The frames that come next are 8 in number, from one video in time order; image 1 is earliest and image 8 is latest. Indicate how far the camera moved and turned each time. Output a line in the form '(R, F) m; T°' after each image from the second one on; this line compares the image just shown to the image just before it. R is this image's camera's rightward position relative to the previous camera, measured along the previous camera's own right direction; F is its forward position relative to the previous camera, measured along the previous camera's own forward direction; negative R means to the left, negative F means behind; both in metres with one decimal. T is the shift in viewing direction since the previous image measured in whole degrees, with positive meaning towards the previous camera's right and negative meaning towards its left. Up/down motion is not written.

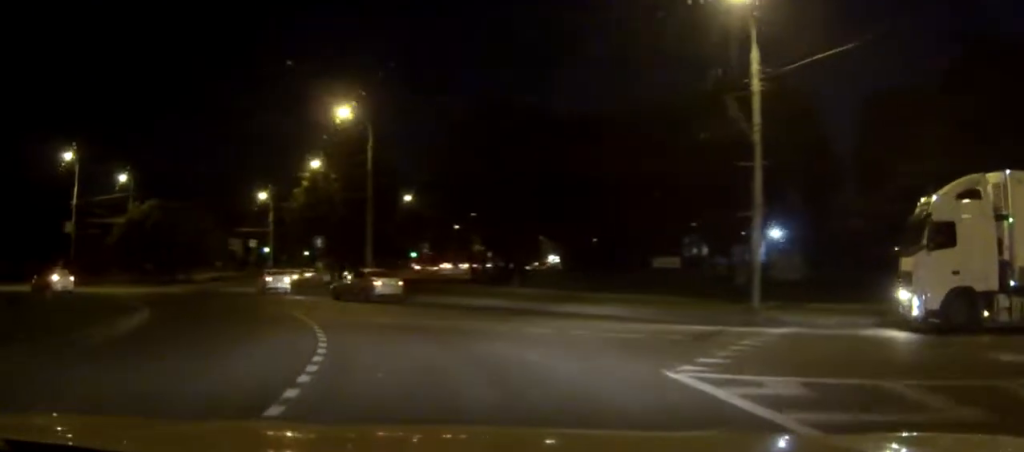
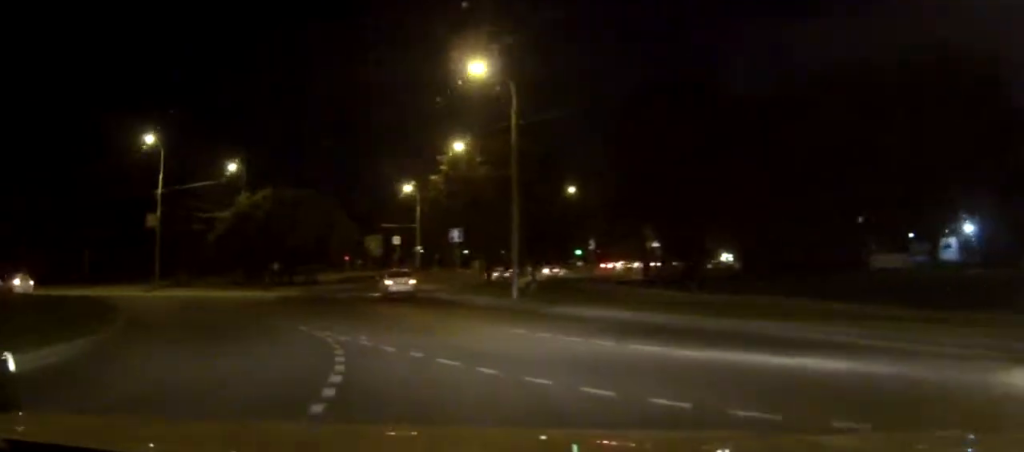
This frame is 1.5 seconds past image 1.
(-1.6, +9.9) m; -13°
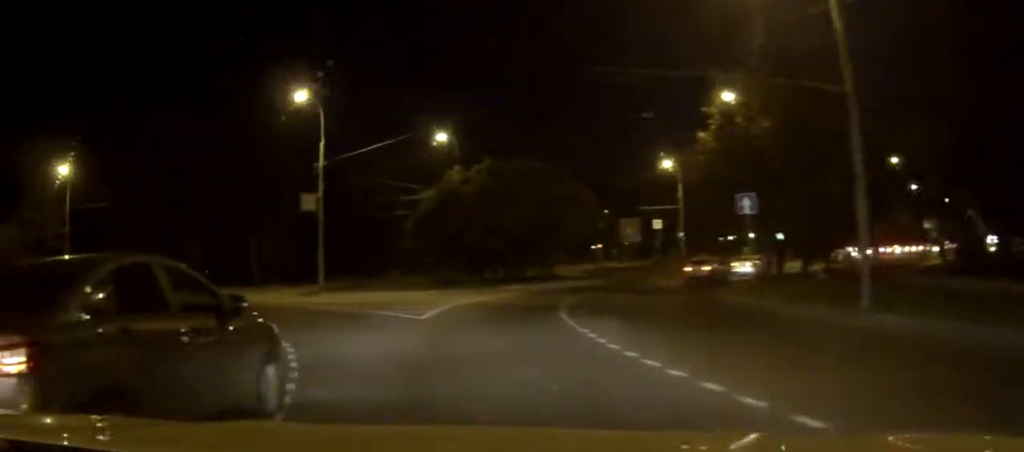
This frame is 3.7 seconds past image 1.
(-1.8, +14.3) m; -15°
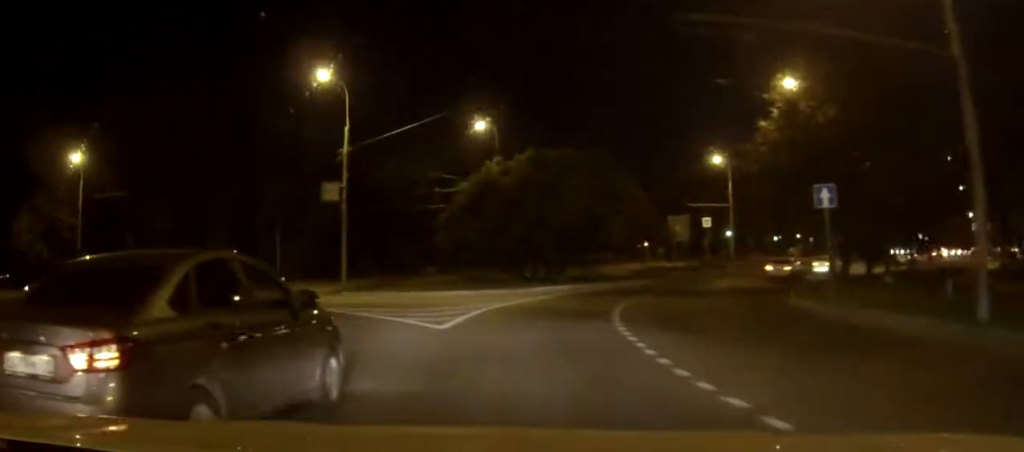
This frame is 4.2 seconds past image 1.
(-0.1, +3.8) m; -4°
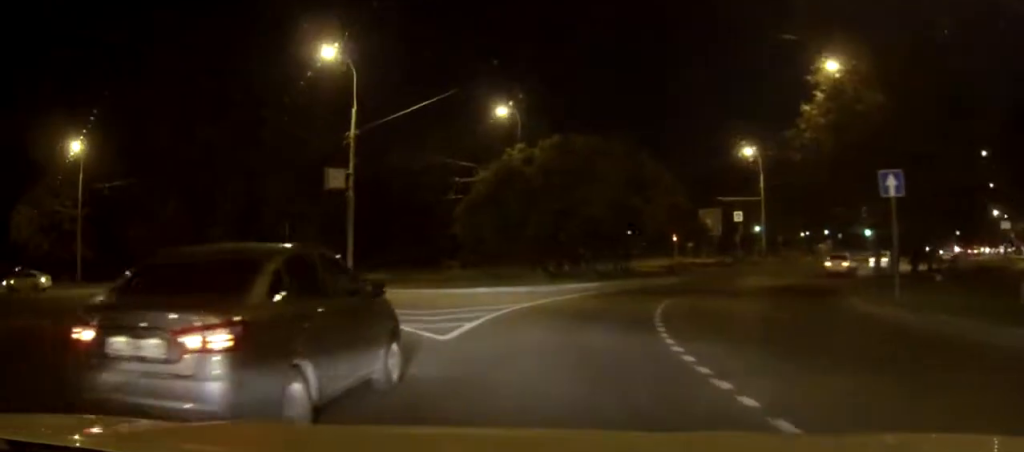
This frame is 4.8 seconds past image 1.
(-0.2, +3.3) m; -3°
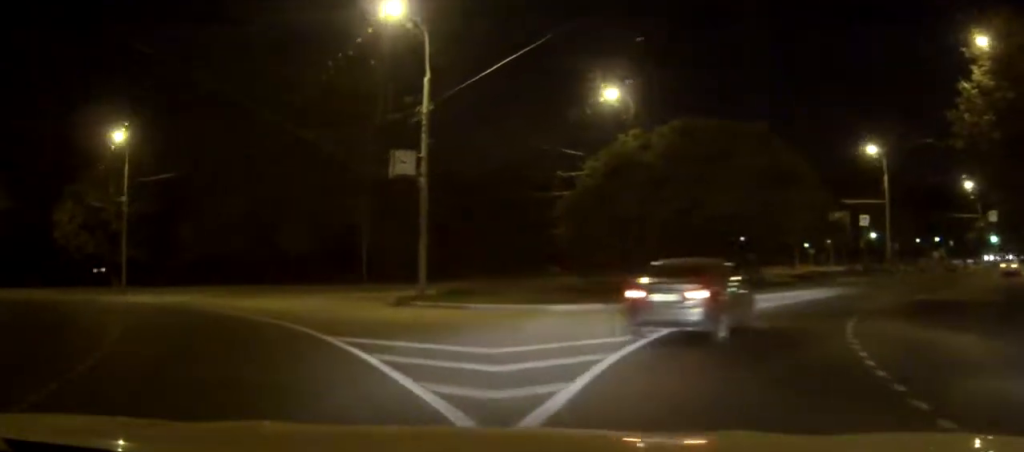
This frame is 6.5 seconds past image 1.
(-0.7, +7.8) m; -14°
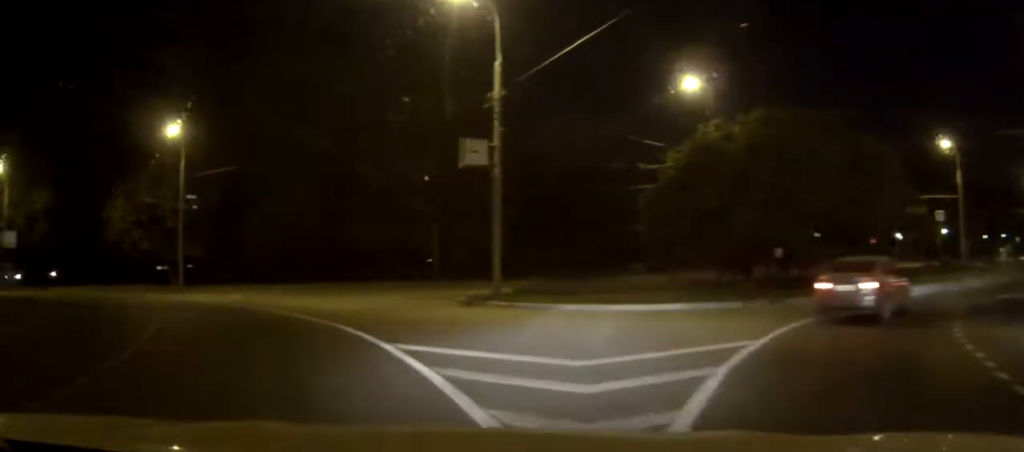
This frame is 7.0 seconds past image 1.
(0.0, +1.8) m; -7°
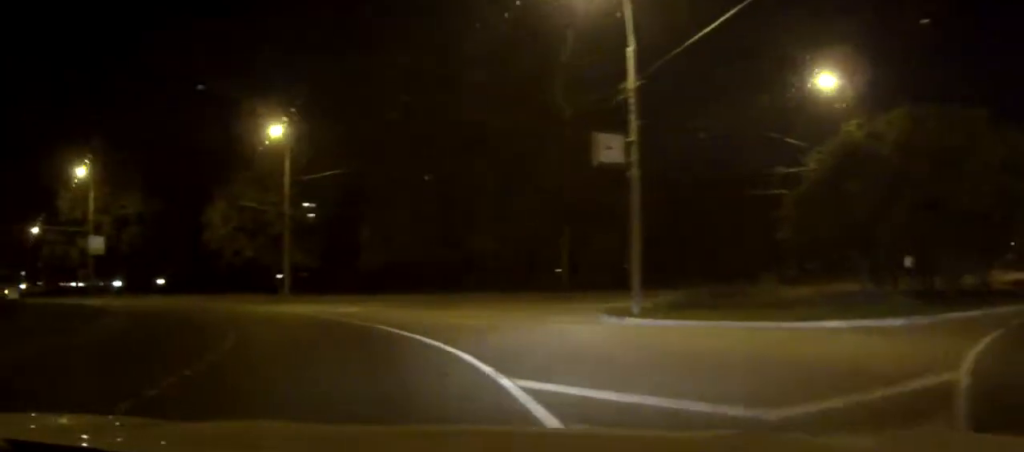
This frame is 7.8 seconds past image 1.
(-0.3, +2.8) m; -10°
